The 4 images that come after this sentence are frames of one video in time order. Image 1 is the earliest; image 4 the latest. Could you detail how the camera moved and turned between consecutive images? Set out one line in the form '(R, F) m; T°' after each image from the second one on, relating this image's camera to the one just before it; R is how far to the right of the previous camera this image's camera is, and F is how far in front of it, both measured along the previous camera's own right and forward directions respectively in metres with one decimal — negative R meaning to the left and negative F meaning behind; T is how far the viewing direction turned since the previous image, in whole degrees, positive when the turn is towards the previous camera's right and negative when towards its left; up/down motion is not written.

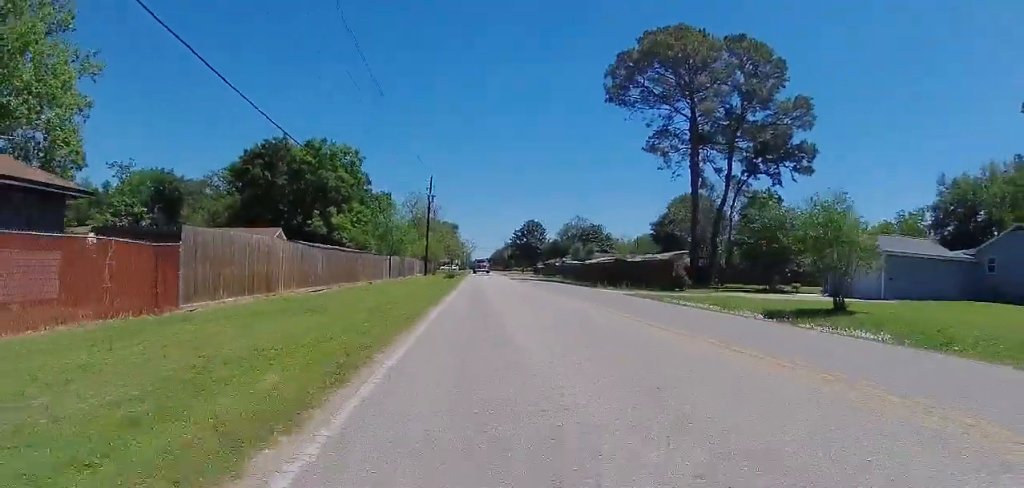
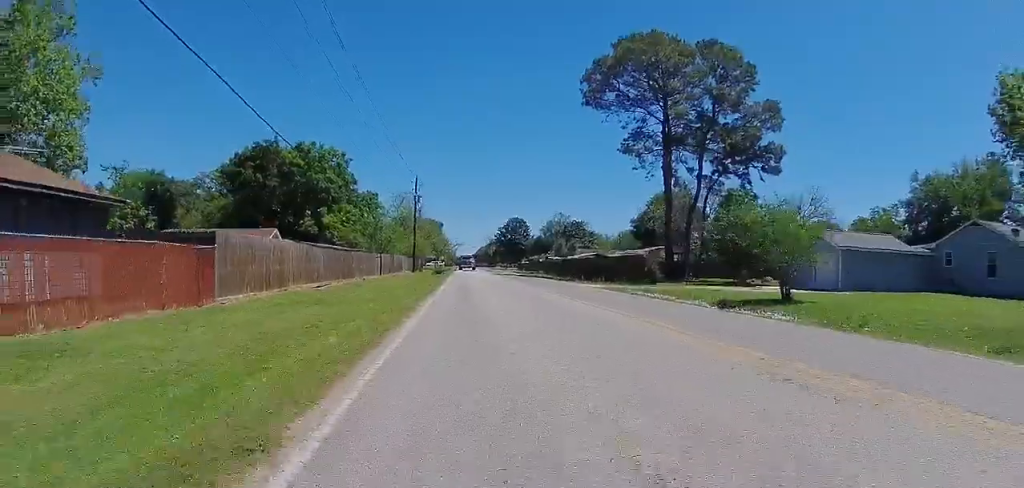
(0.0, +2.7) m; 0°
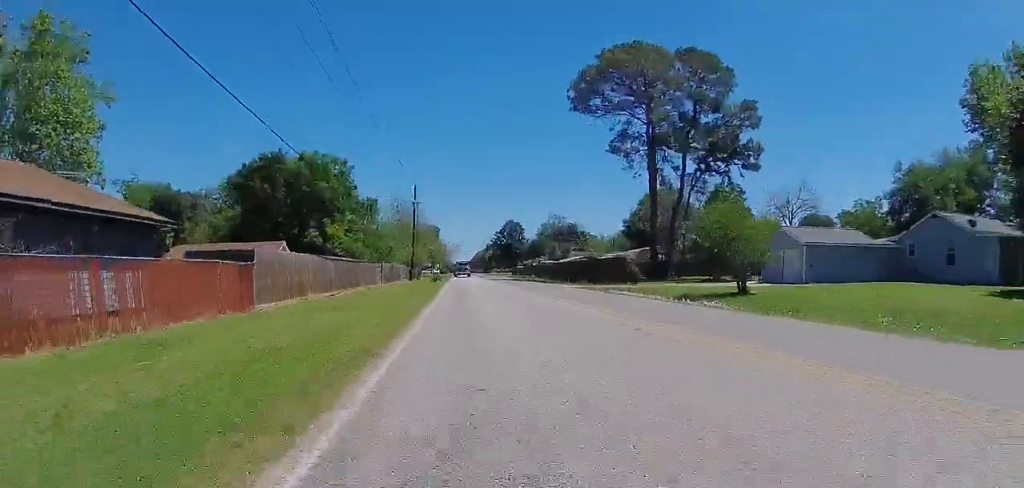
(0.0, +3.4) m; 0°
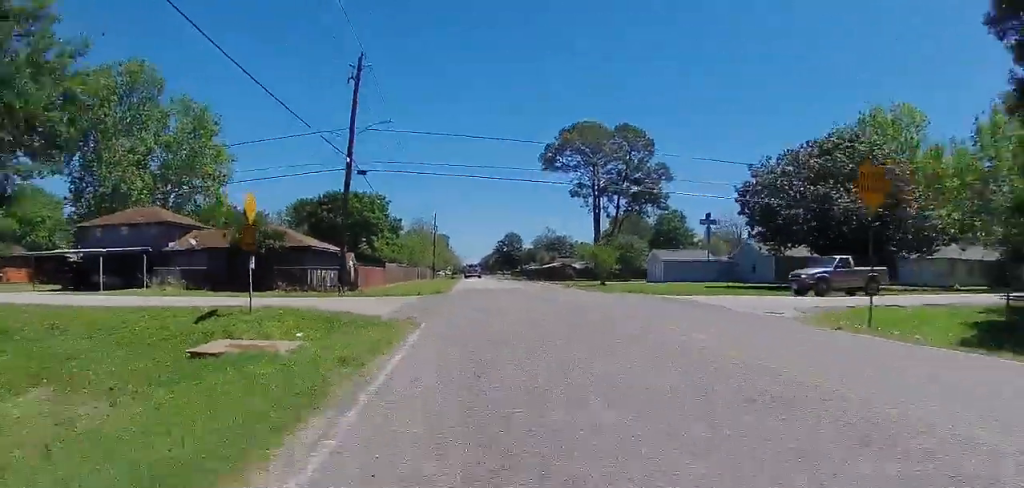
(-0.6, +28.9) m; -5°
